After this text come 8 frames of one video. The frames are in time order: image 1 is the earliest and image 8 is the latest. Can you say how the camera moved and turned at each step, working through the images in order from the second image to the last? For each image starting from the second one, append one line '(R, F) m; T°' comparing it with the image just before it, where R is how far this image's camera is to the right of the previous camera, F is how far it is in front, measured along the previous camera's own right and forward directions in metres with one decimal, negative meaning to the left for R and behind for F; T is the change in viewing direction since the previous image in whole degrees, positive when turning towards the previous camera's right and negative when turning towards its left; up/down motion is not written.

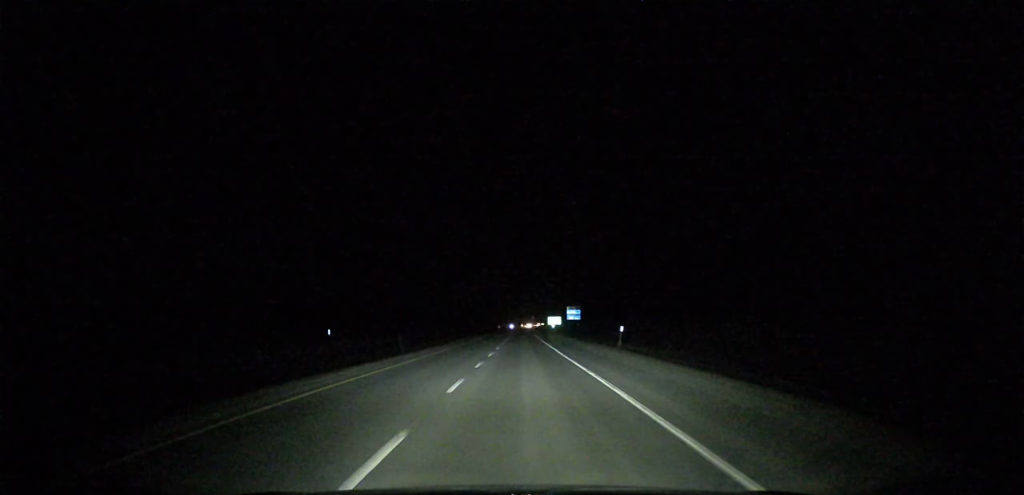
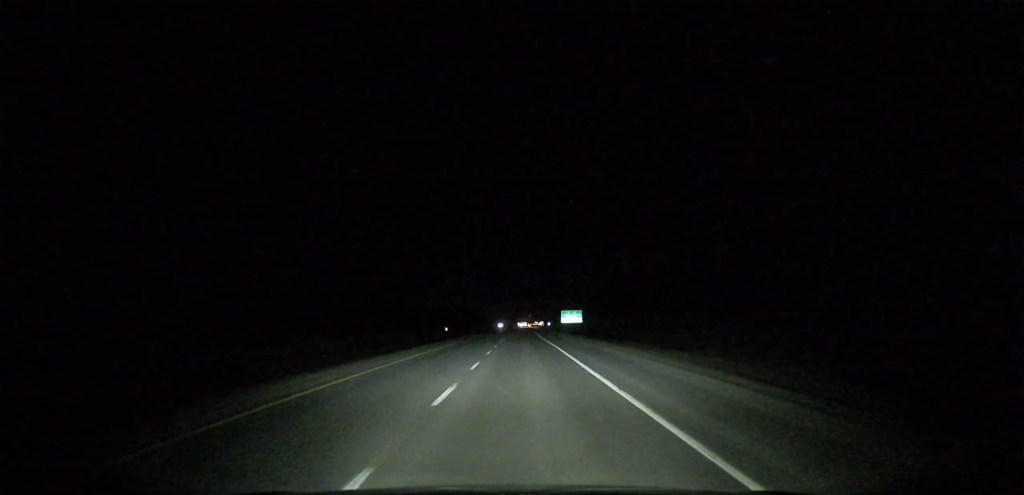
(0.0, +165.6) m; 0°
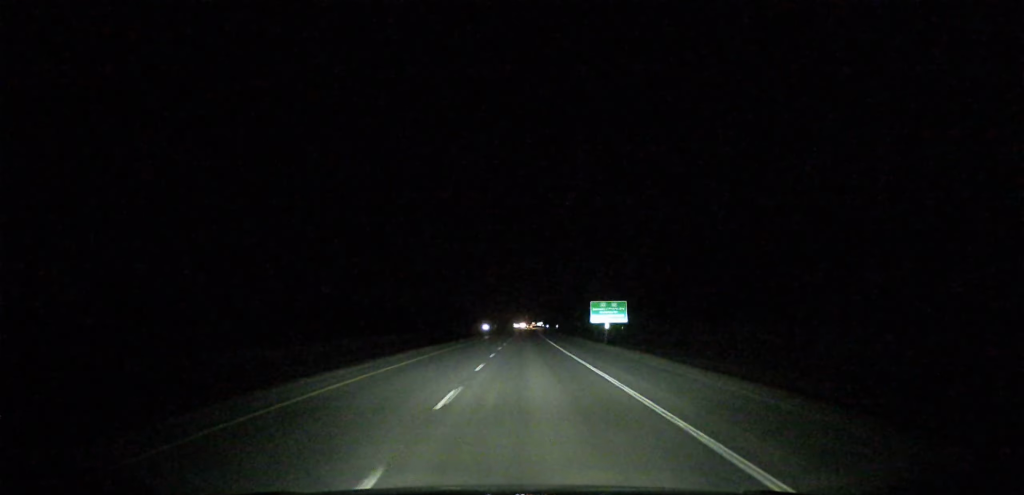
(+0.2, +117.9) m; 0°
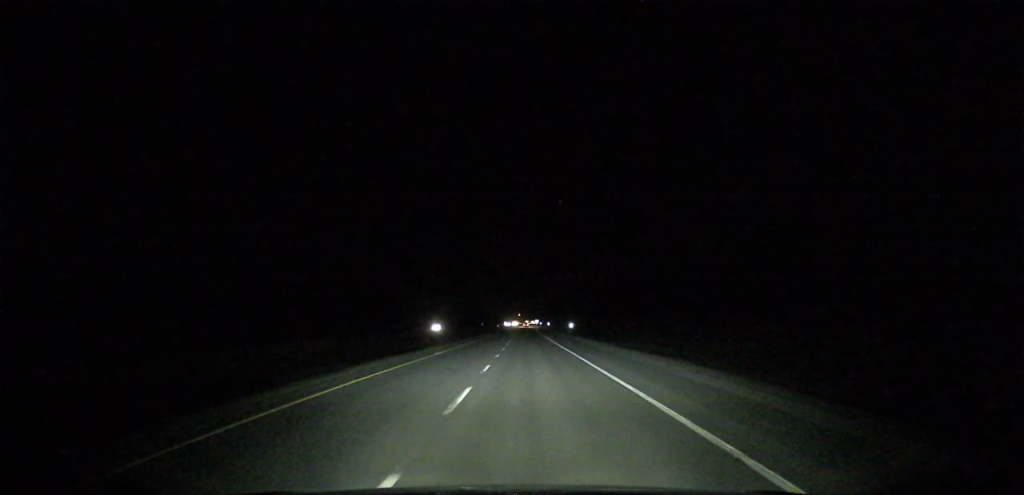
(+1.1, +146.4) m; +1°
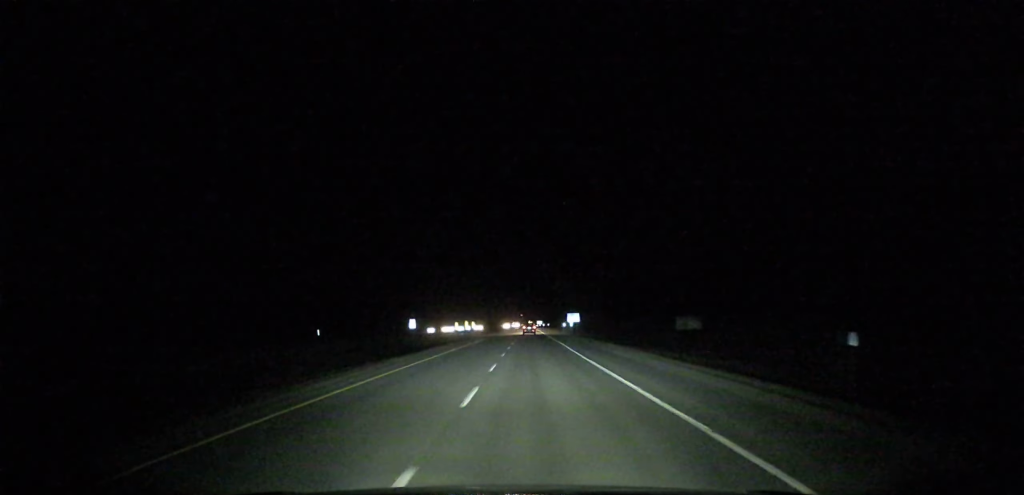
(+1.2, +581.5) m; 0°
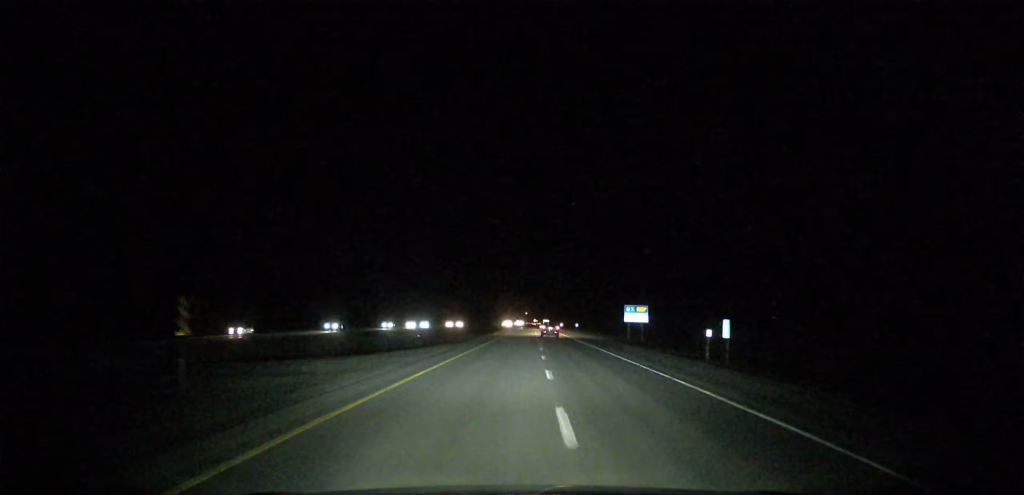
(-1.0, +104.2) m; 0°
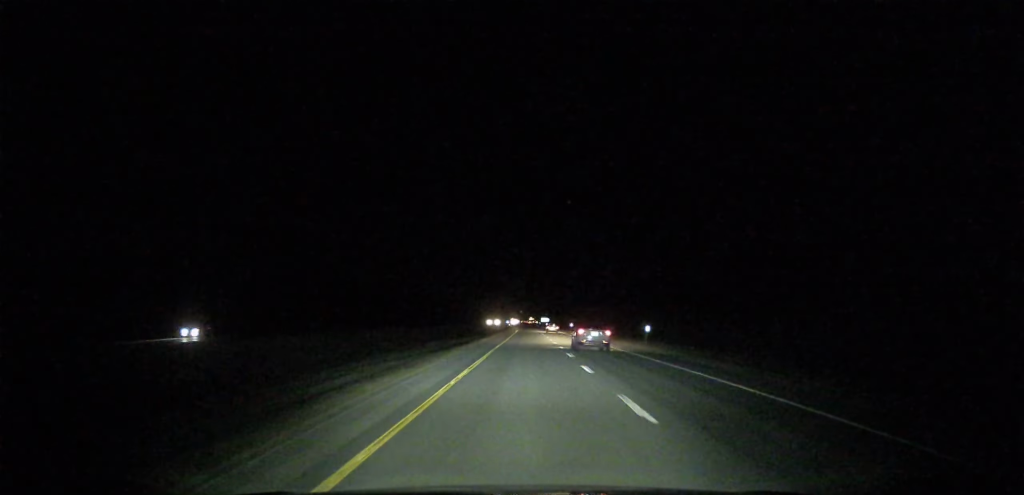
(+0.7, +143.3) m; 0°
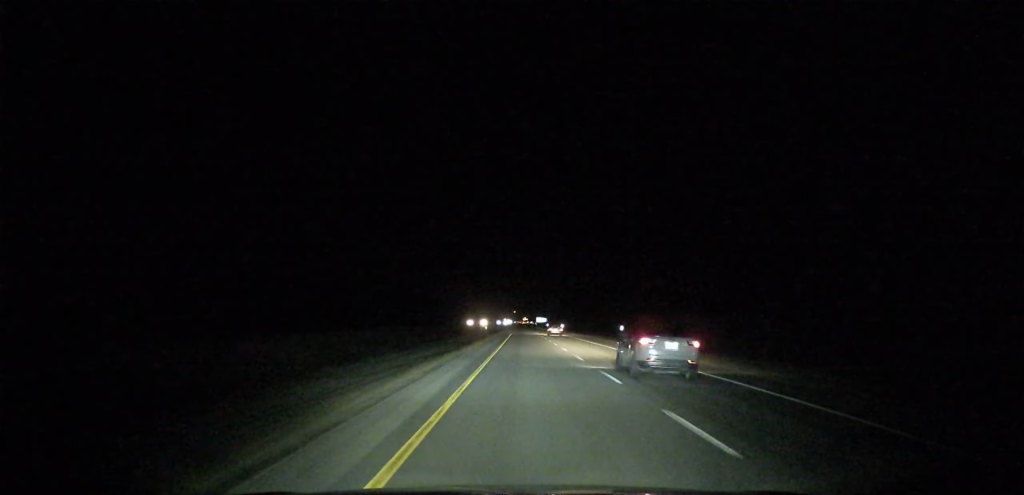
(+0.3, +85.7) m; 0°
